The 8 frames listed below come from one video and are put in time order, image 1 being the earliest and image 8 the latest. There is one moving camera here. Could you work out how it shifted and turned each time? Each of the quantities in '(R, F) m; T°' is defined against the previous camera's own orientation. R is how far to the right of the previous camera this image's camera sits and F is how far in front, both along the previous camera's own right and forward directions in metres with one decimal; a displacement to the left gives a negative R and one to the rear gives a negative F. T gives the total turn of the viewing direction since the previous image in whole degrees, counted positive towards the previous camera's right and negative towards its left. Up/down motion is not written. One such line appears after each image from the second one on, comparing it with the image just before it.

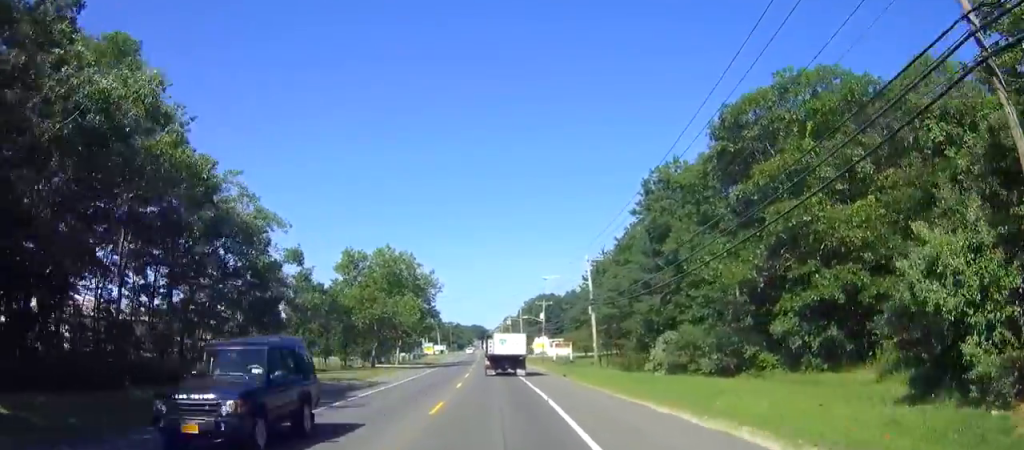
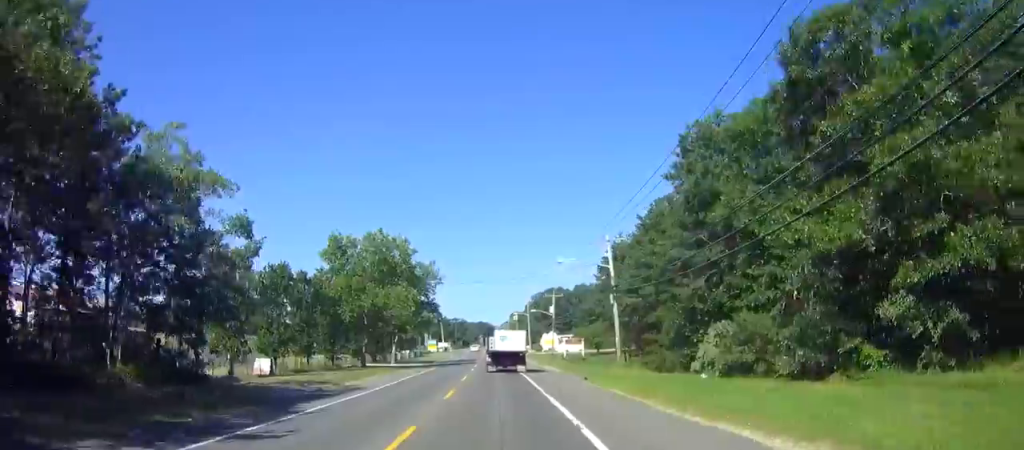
(0.0, +8.1) m; 0°
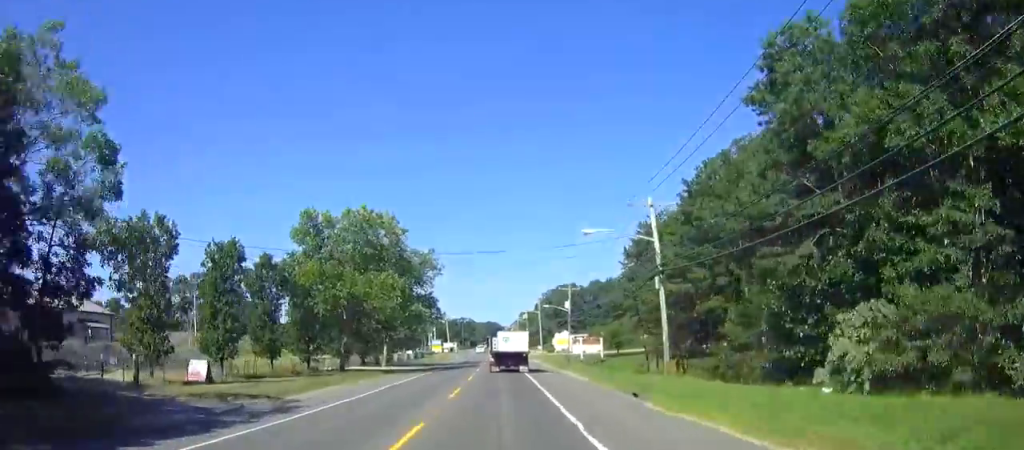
(0.0, +11.4) m; 0°
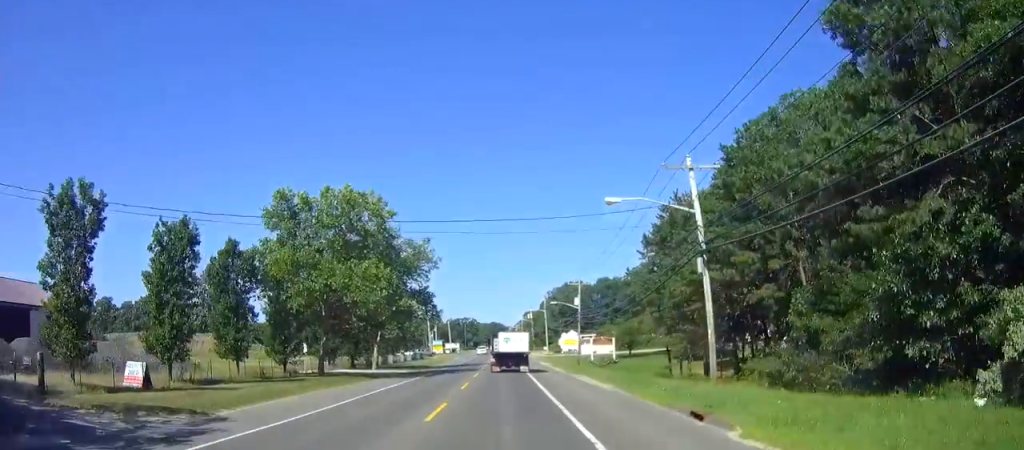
(0.0, +7.1) m; 0°
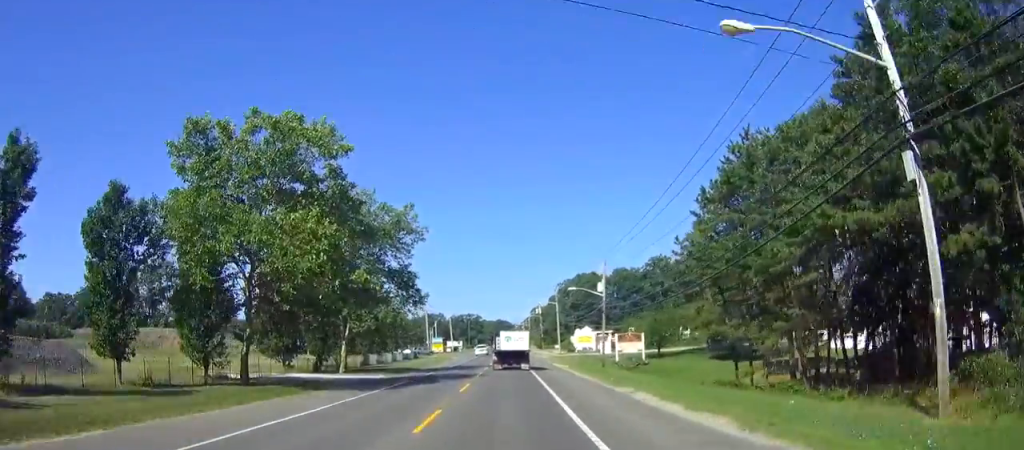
(0.0, +14.8) m; -1°
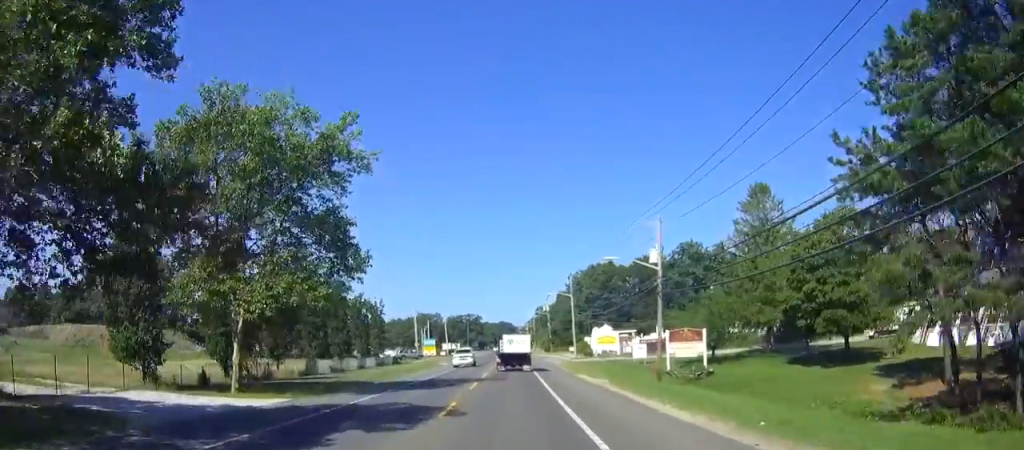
(-0.5, +21.1) m; -1°
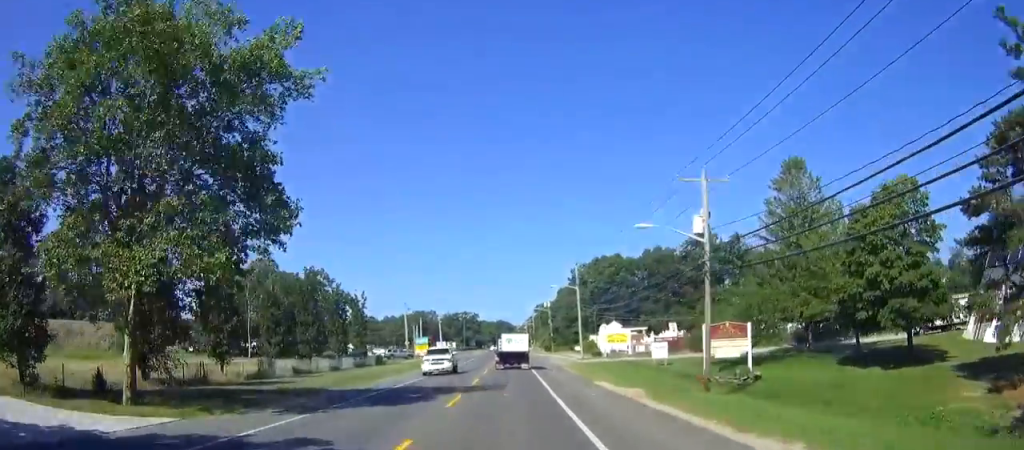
(0.0, +9.4) m; 0°
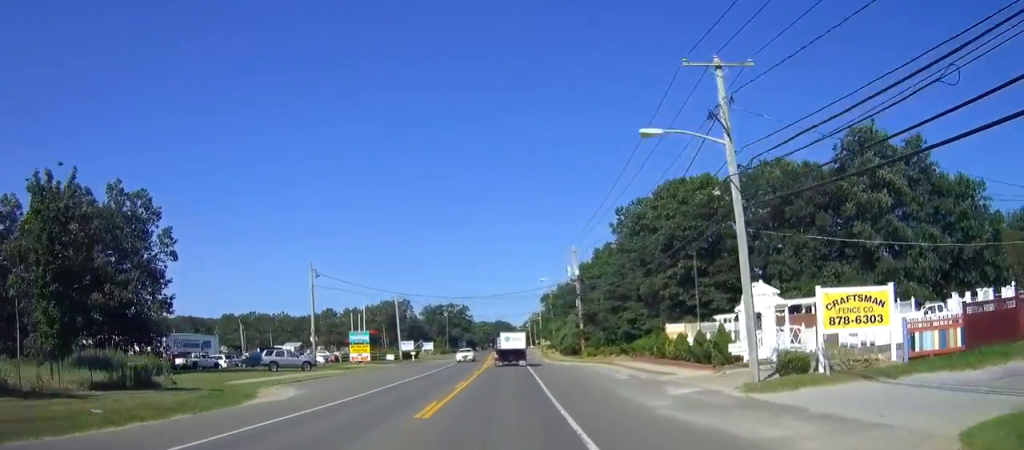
(+0.6, +51.7) m; 0°
